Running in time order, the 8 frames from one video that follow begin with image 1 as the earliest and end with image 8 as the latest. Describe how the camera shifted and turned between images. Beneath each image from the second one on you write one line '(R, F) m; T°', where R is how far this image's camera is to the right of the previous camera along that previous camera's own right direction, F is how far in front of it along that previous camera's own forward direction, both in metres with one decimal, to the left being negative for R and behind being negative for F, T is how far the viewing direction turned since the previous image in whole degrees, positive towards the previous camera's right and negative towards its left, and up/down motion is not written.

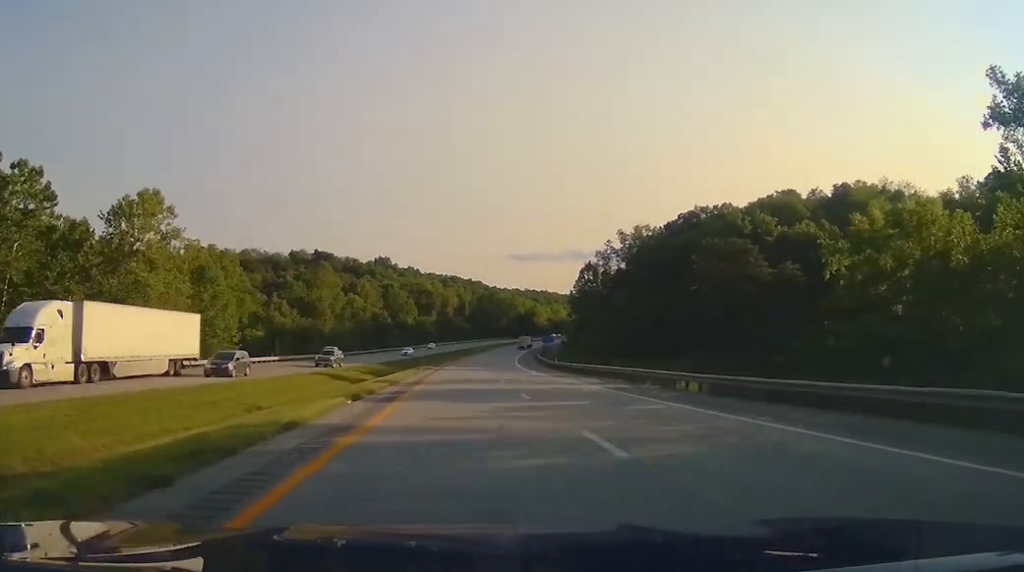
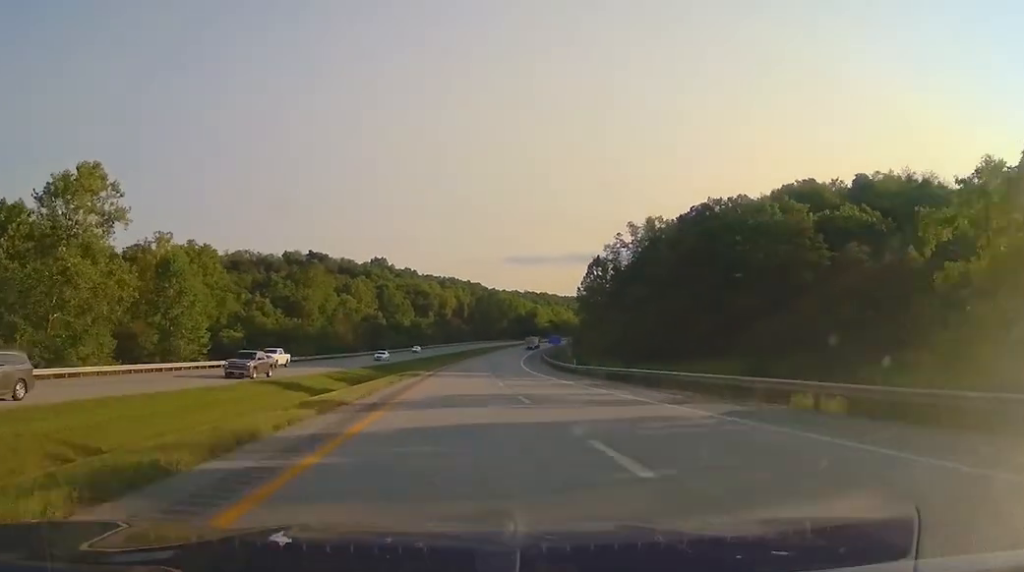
(0.0, +13.9) m; 0°
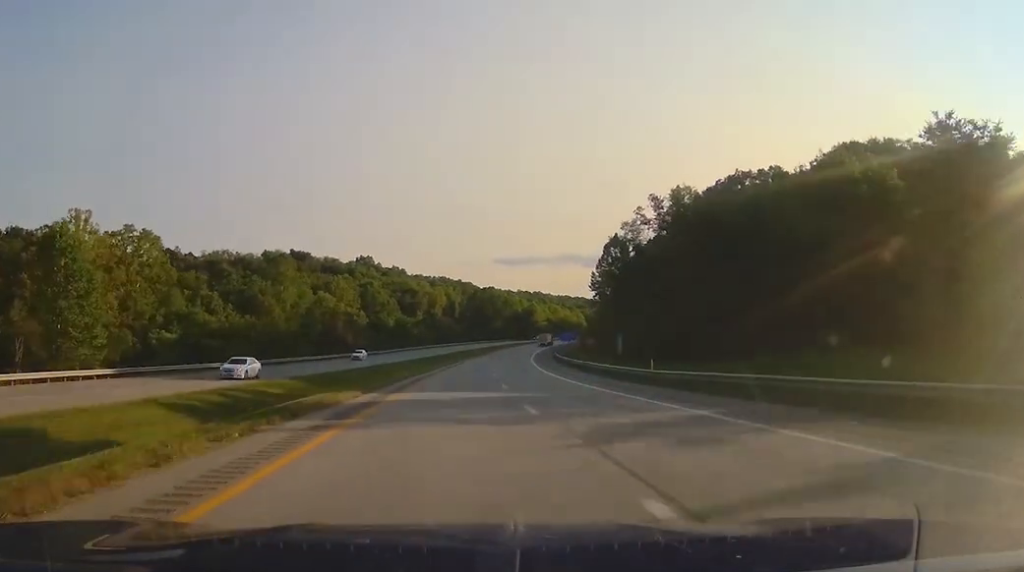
(+0.1, +28.8) m; 0°
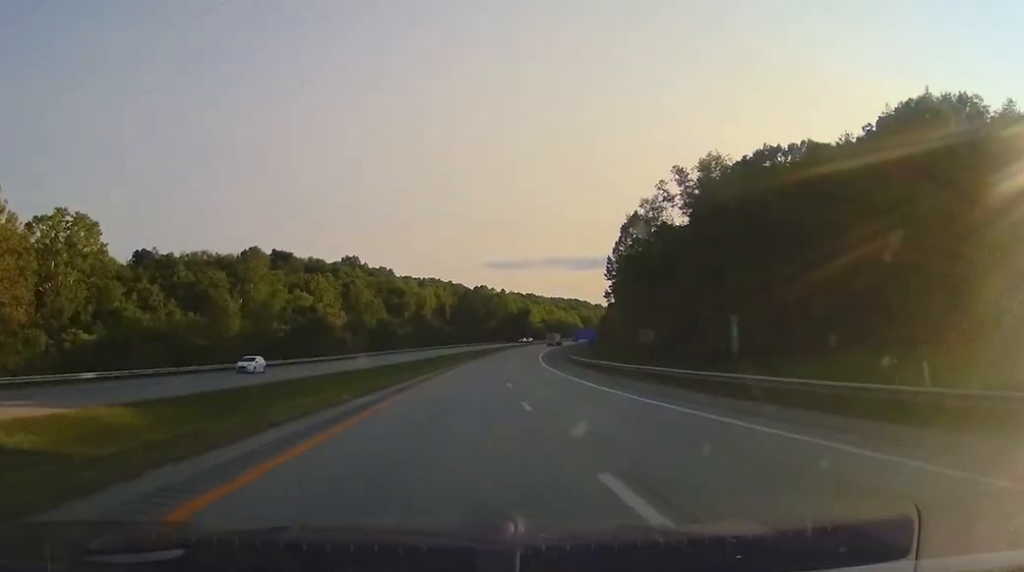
(+0.1, +23.0) m; +1°
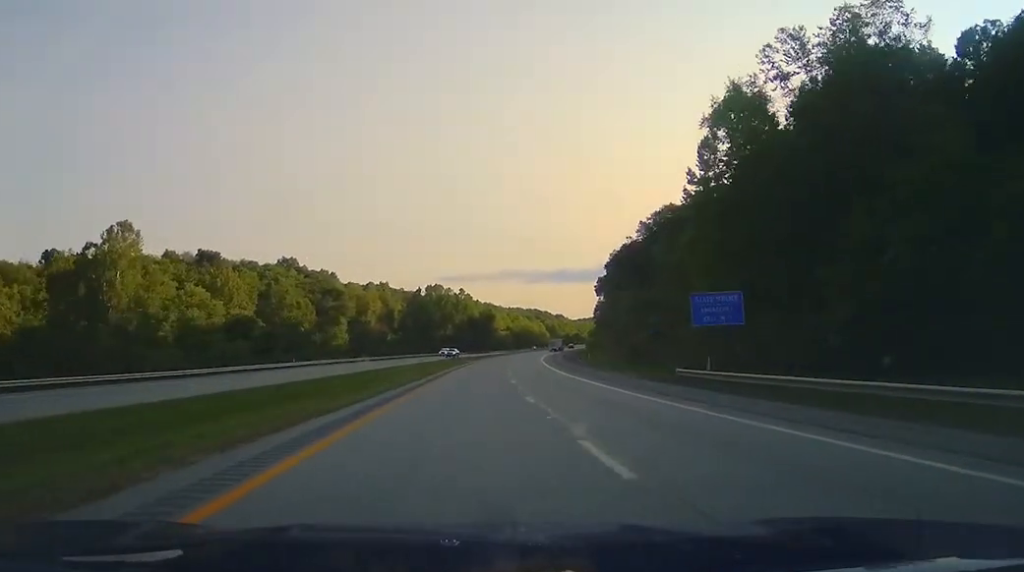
(+1.7, +58.3) m; +5°
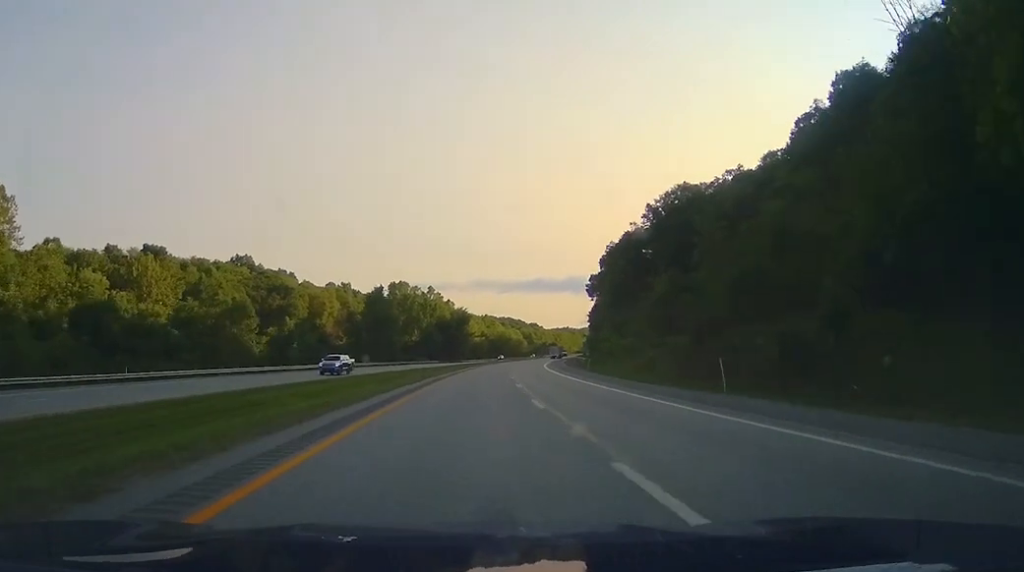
(+1.2, +38.9) m; +2°
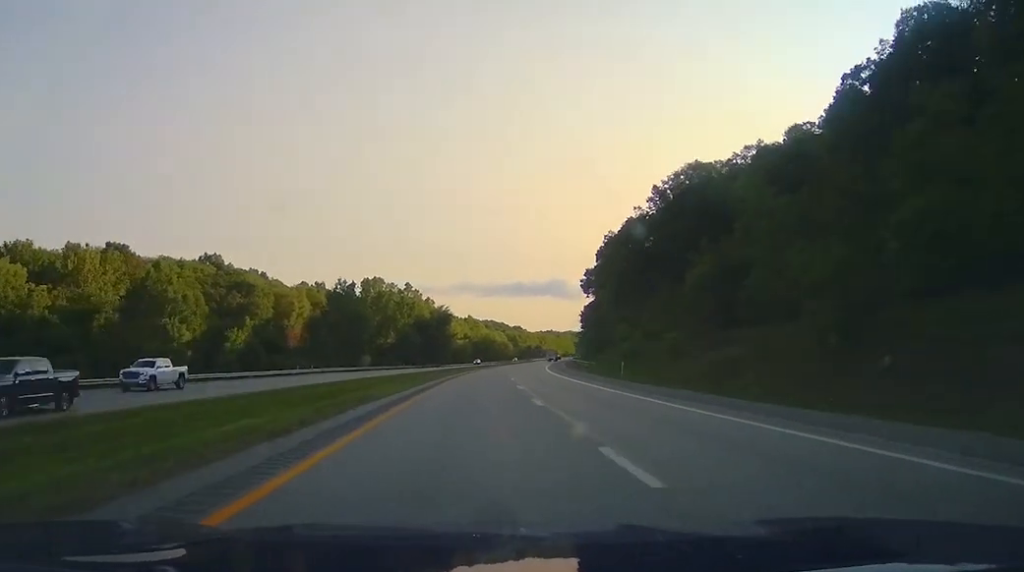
(0.0, +22.8) m; 0°
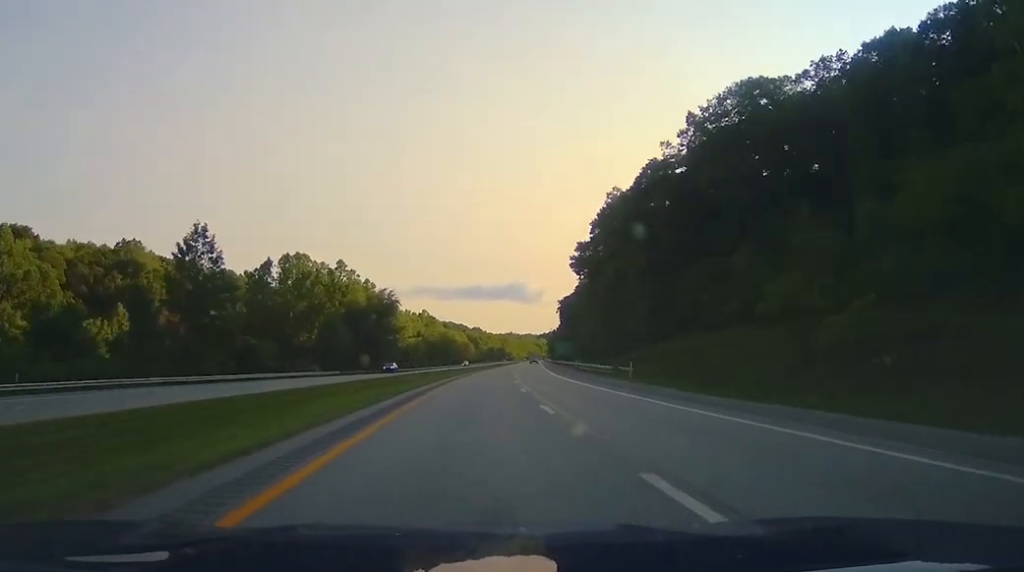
(+0.5, +51.4) m; +2°
